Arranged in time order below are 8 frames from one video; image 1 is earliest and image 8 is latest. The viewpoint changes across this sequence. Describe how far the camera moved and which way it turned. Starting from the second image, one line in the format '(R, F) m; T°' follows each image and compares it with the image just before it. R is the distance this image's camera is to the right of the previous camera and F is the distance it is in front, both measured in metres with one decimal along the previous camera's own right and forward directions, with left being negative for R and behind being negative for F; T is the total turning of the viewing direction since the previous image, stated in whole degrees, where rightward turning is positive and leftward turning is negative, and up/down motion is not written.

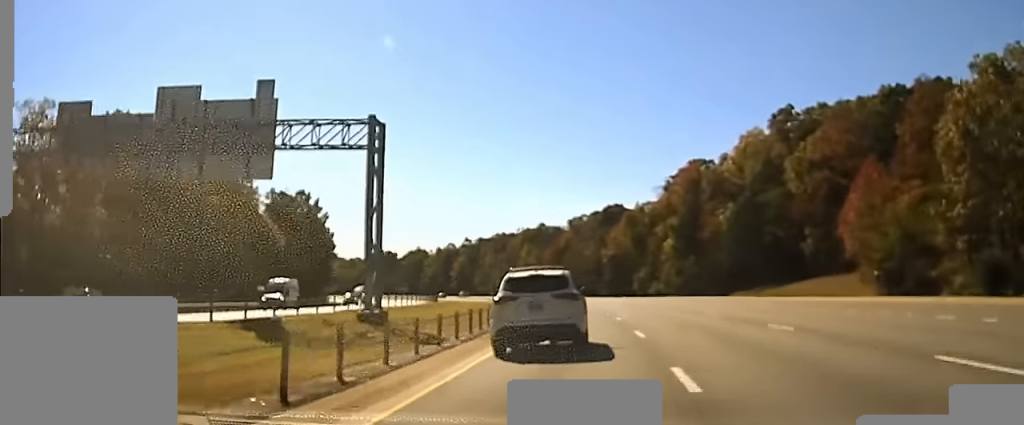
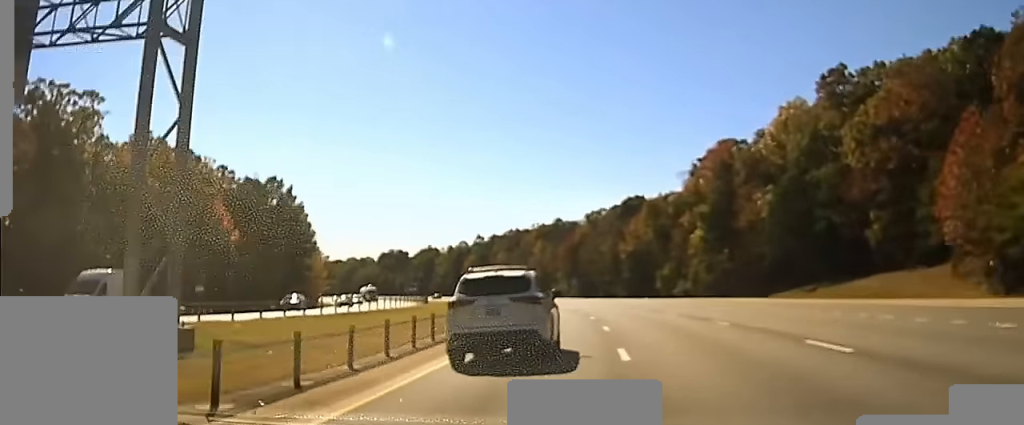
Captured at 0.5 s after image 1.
(0.0, +18.2) m; 0°
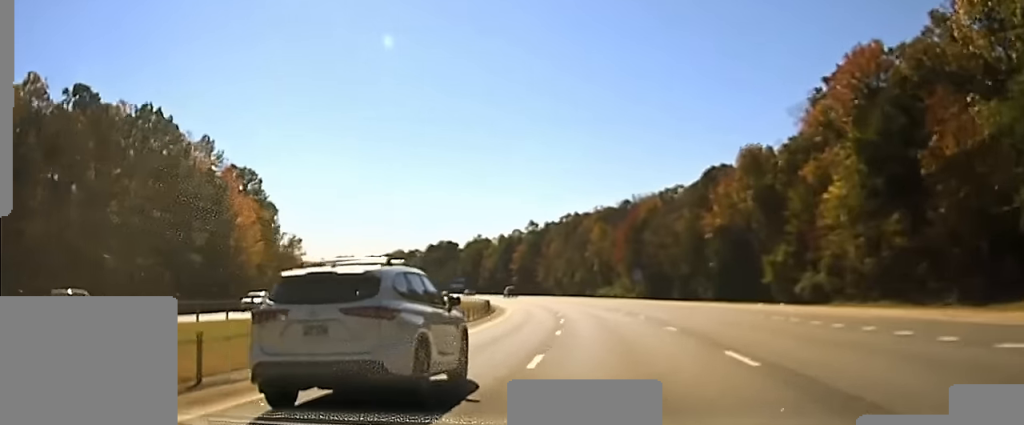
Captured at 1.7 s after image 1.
(0.0, +49.5) m; -2°
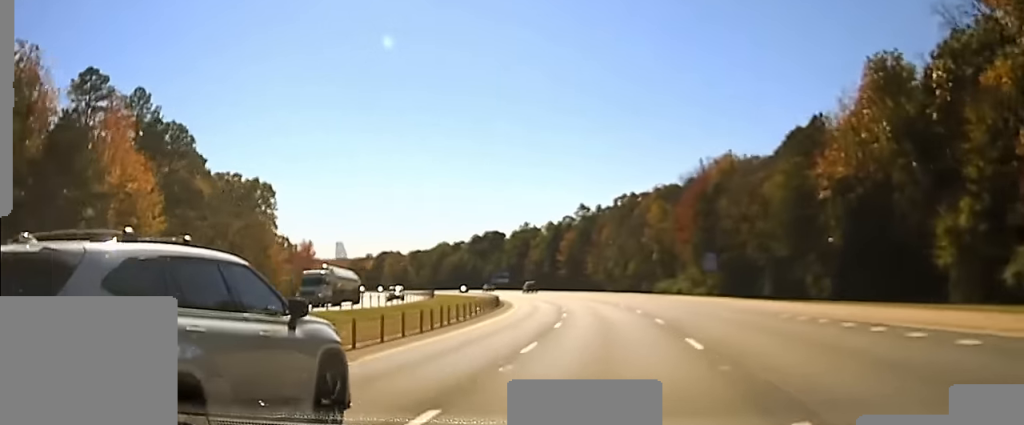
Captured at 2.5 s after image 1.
(-0.1, +34.4) m; -5°
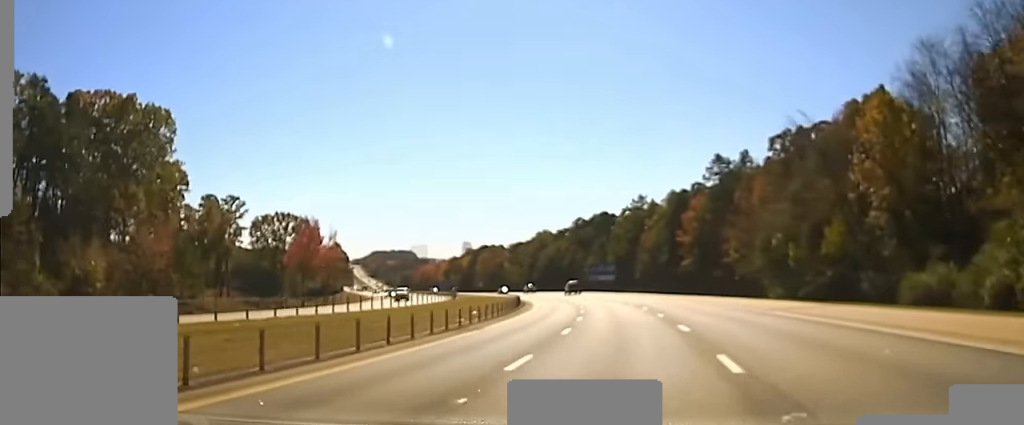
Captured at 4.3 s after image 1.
(-10.6, +72.9) m; -12°
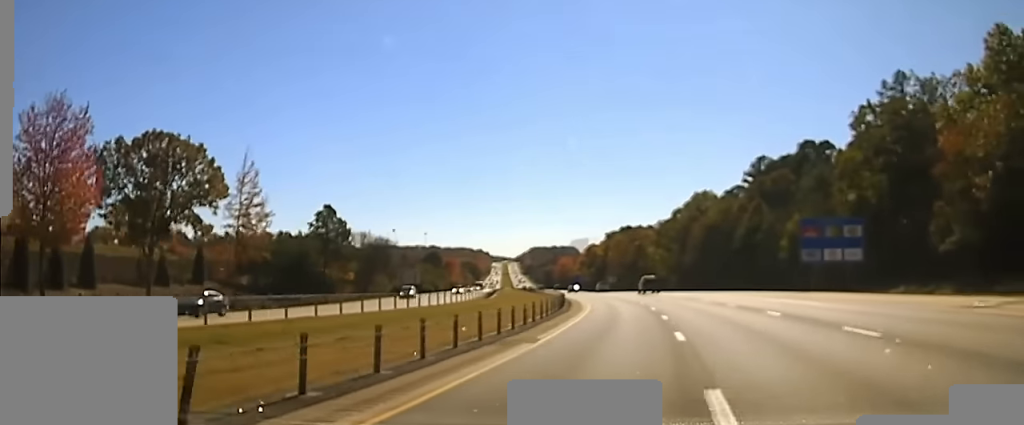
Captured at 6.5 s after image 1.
(-8.1, +100.3) m; -9°
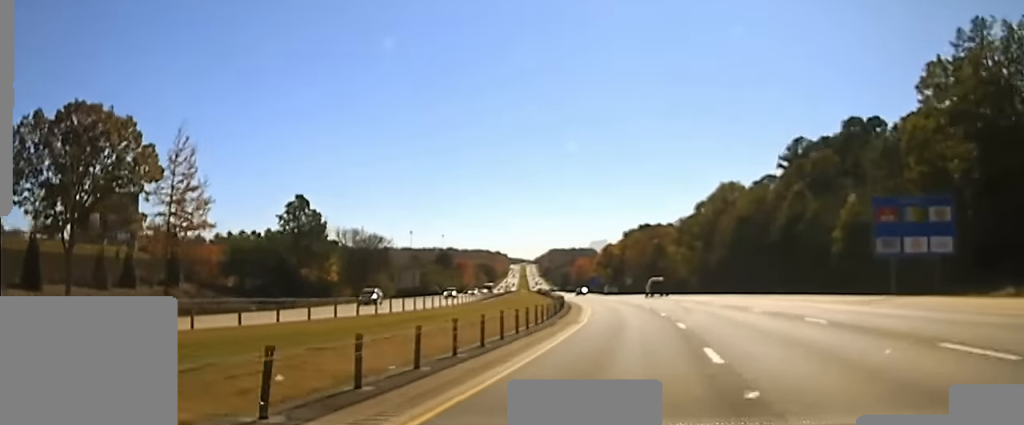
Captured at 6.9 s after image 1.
(-0.1, +18.1) m; -1°
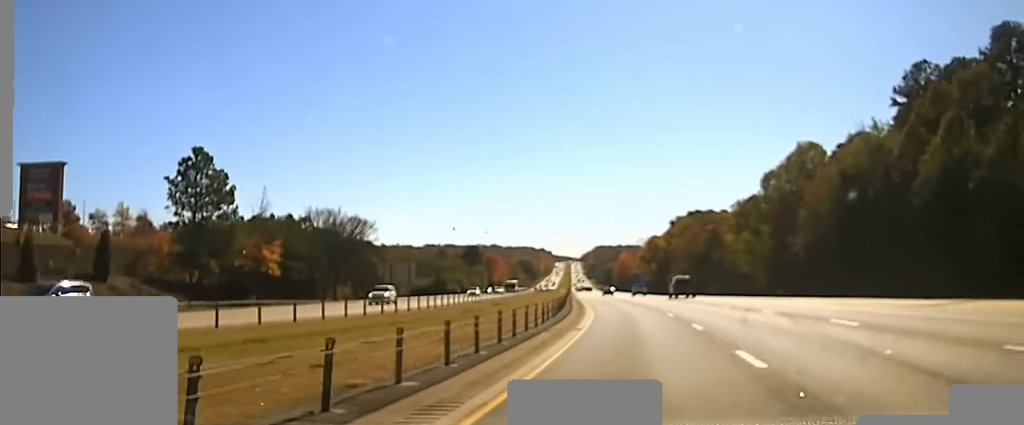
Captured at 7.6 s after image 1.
(-0.5, +34.2) m; -2°
